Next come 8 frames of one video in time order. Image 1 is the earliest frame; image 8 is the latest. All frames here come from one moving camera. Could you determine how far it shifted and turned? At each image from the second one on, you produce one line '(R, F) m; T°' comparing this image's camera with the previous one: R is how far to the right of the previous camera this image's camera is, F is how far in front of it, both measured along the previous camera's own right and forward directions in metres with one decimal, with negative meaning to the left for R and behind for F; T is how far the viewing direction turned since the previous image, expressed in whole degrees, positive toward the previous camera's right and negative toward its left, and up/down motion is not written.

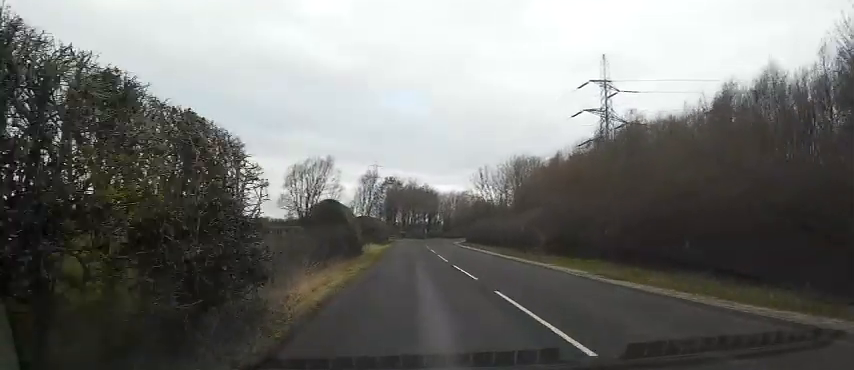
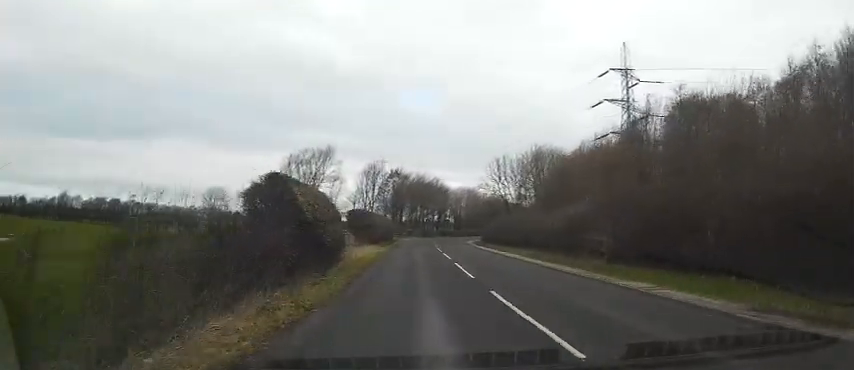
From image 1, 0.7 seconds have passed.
(-0.1, +9.2) m; -2°
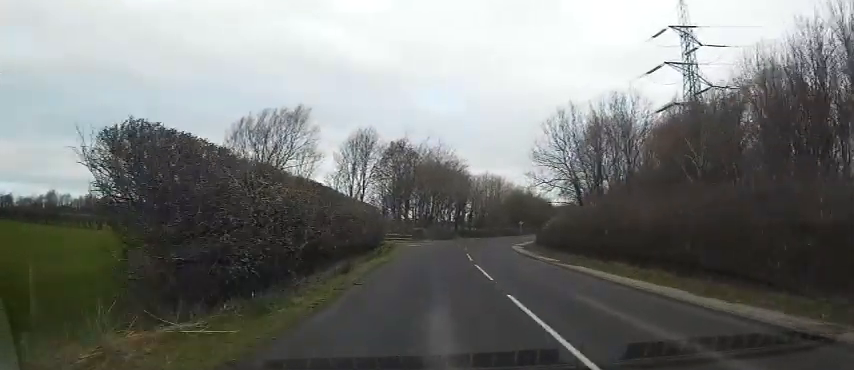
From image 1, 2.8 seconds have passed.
(-1.1, +28.9) m; -3°
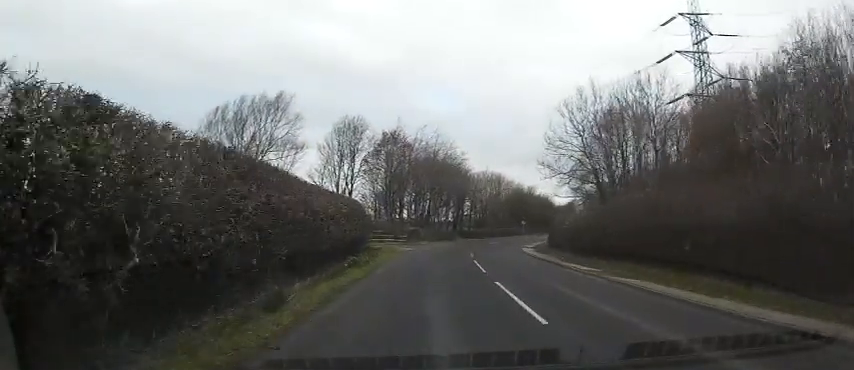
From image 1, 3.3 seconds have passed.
(0.0, +6.5) m; +1°
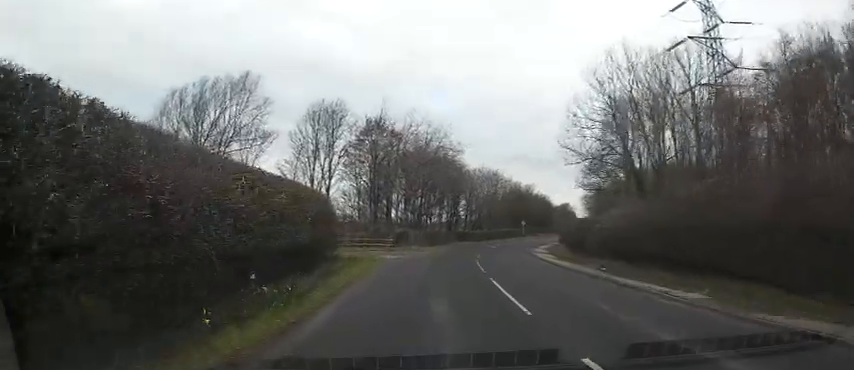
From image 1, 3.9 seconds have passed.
(0.0, +8.0) m; +1°
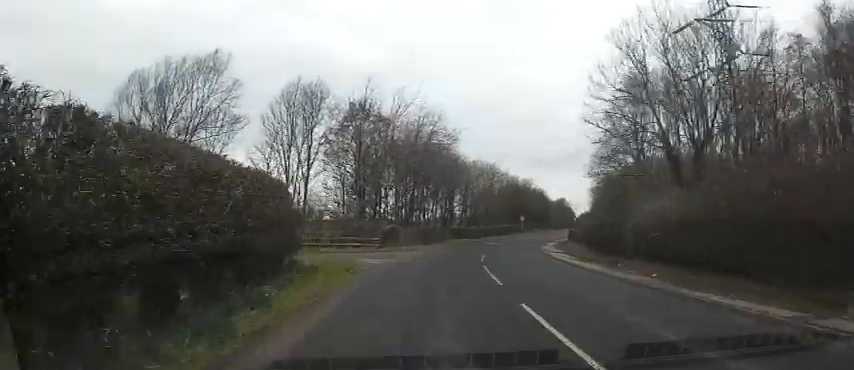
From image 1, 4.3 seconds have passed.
(0.0, +5.3) m; +1°
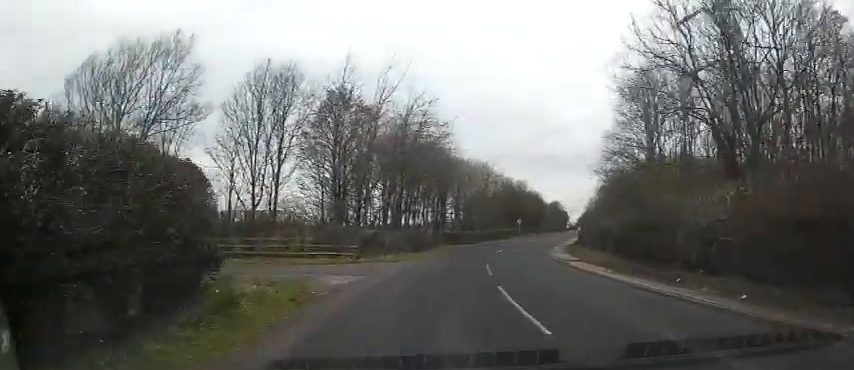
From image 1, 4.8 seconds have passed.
(-0.1, +5.8) m; +1°
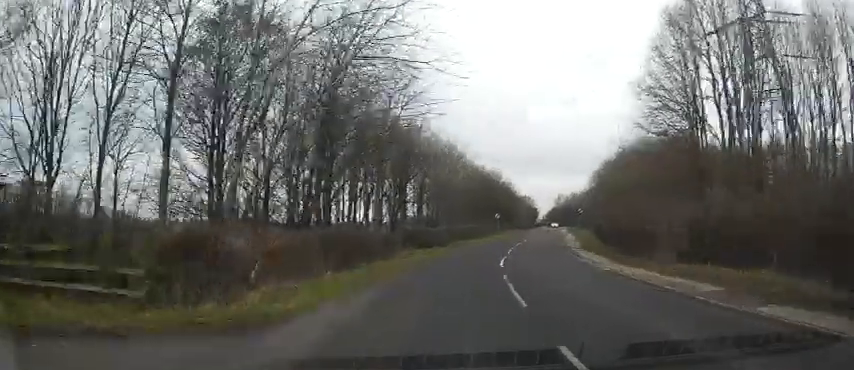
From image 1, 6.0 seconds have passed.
(+0.7, +15.7) m; +5°
